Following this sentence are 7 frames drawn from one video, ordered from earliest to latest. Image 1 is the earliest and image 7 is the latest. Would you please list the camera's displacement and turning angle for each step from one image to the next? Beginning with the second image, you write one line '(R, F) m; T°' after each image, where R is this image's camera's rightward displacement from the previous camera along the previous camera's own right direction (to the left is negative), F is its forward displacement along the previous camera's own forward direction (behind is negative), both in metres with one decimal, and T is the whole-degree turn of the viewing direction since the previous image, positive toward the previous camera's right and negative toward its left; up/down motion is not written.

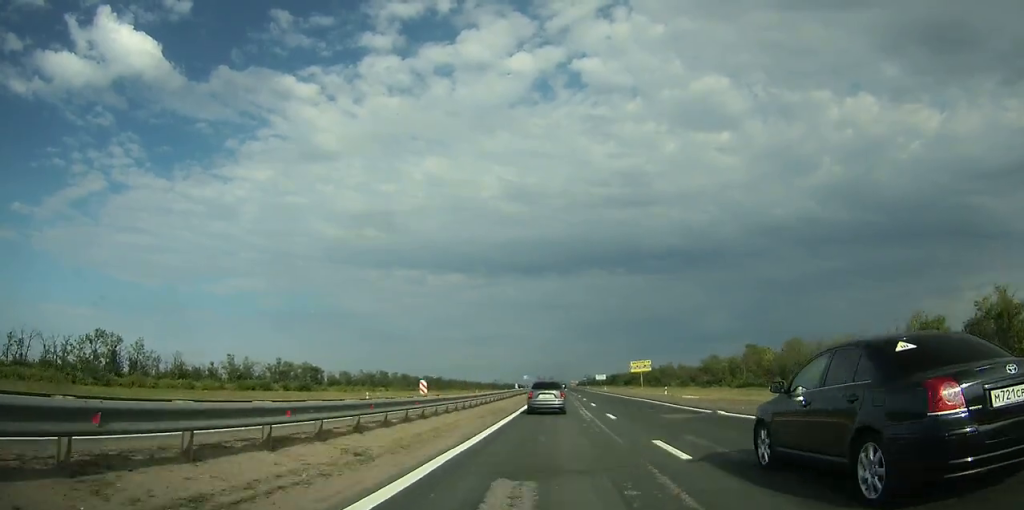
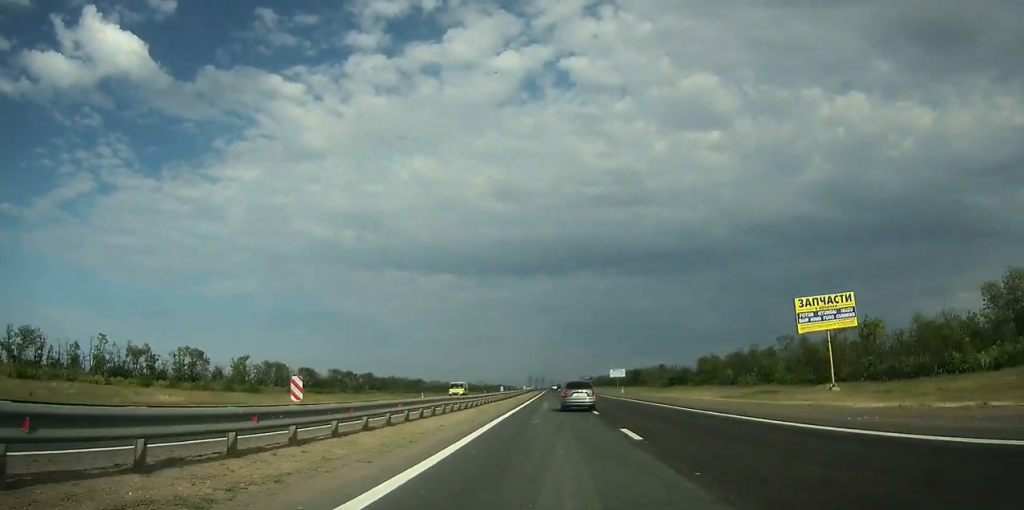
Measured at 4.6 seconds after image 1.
(+0.4, +131.4) m; 0°
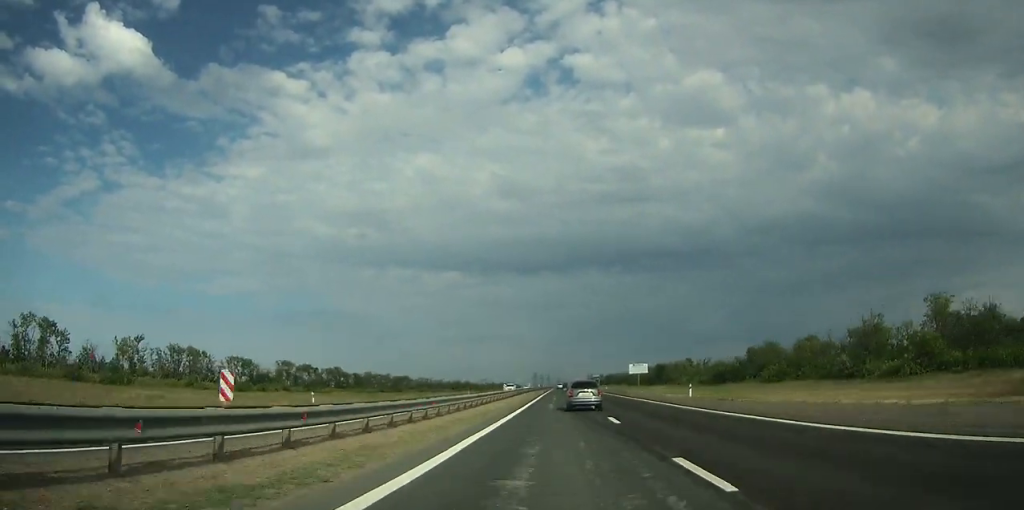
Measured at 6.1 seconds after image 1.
(-0.1, +42.4) m; 0°
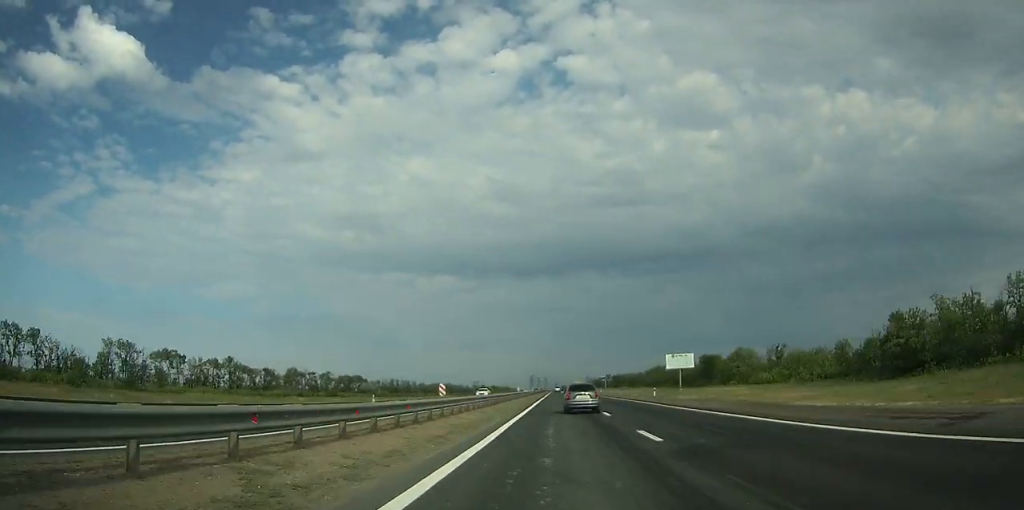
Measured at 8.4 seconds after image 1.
(0.0, +64.3) m; 0°
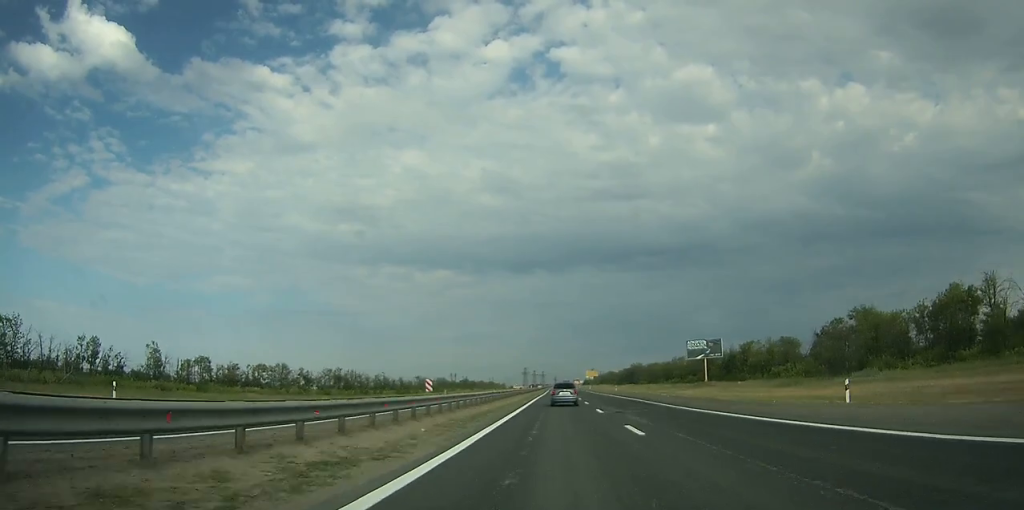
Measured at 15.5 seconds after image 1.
(+0.3, +199.2) m; 0°
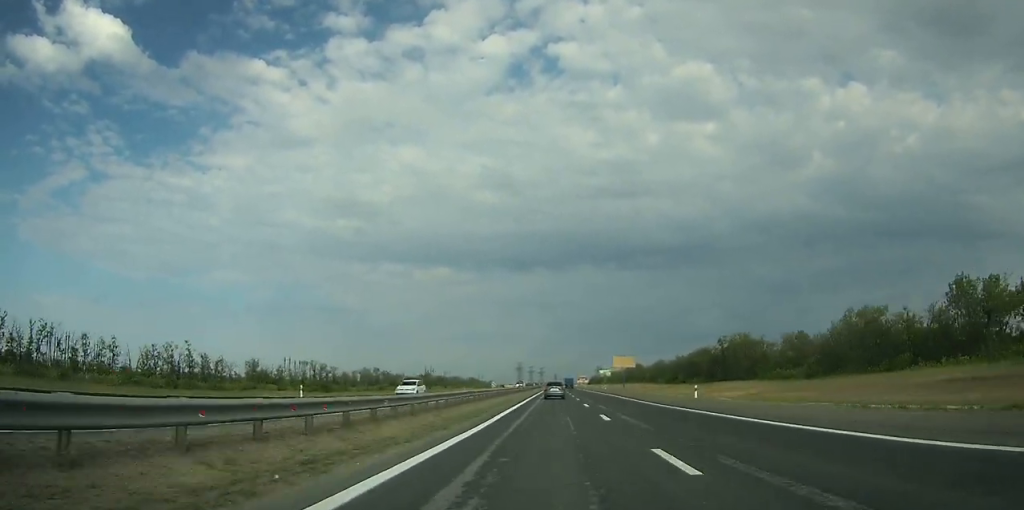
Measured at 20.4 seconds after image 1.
(+0.2, +141.8) m; 0°
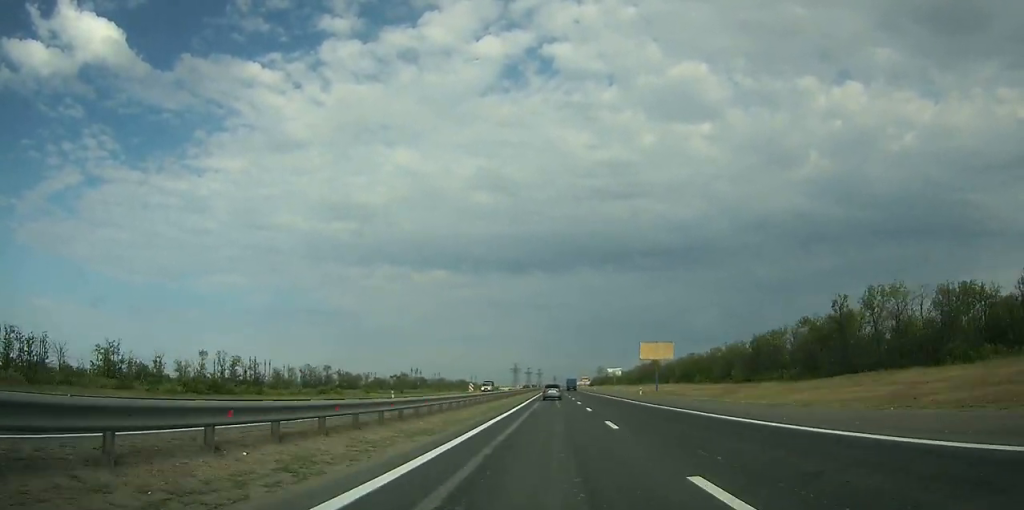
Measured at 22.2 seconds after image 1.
(-0.1, +51.3) m; 0°
